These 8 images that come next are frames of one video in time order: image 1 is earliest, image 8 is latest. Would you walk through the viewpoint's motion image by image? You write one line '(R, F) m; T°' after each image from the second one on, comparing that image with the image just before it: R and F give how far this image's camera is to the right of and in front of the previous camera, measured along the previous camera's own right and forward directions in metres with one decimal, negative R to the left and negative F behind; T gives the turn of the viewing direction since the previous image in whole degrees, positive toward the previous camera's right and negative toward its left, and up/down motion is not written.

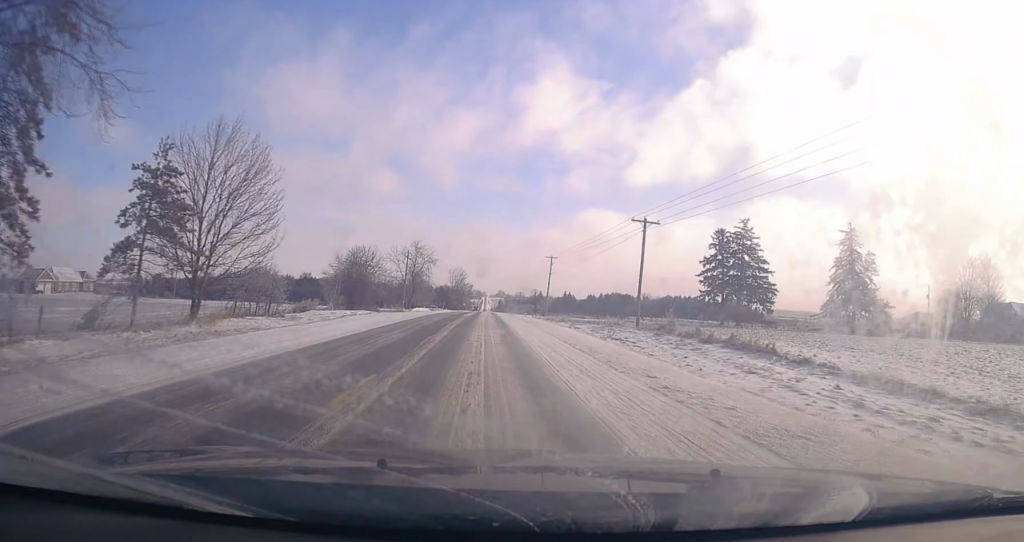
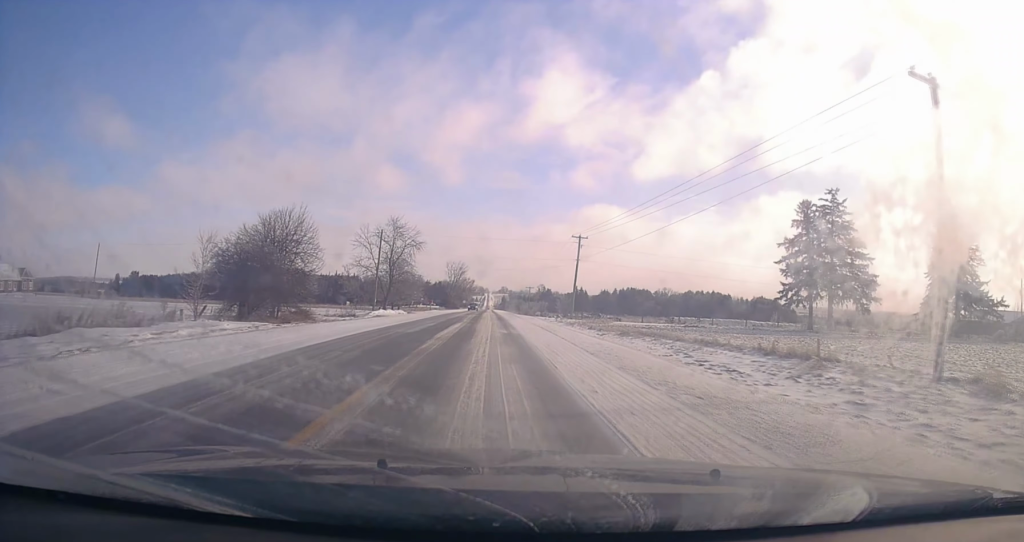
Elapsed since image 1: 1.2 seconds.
(-0.5, +29.4) m; -2°
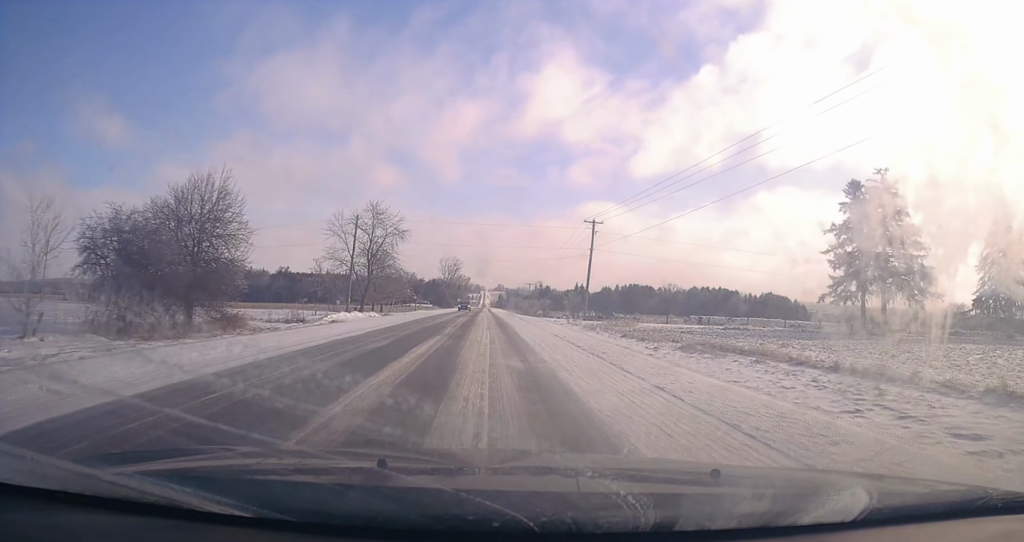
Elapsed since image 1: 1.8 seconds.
(-0.1, +13.0) m; +1°
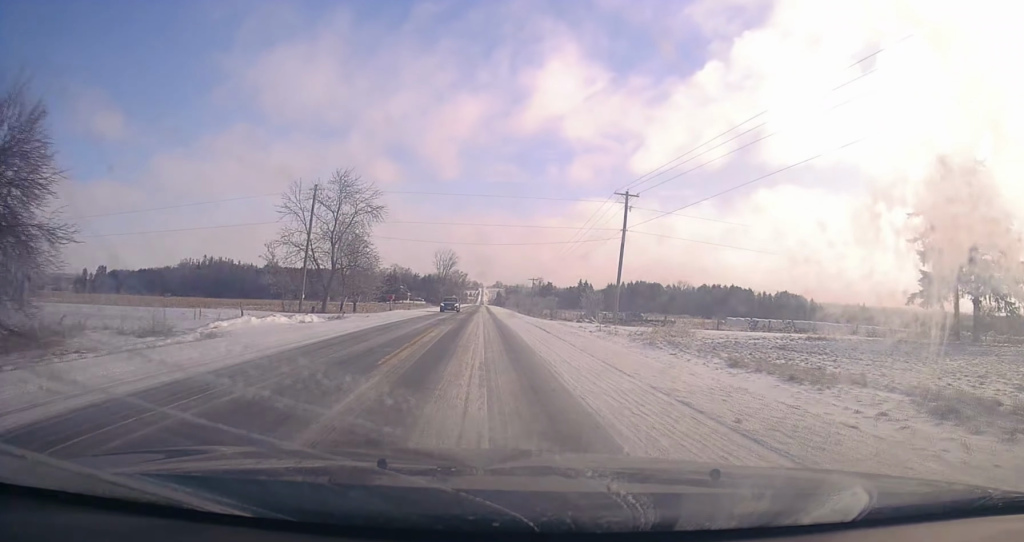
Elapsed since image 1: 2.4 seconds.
(+0.1, +15.4) m; +1°
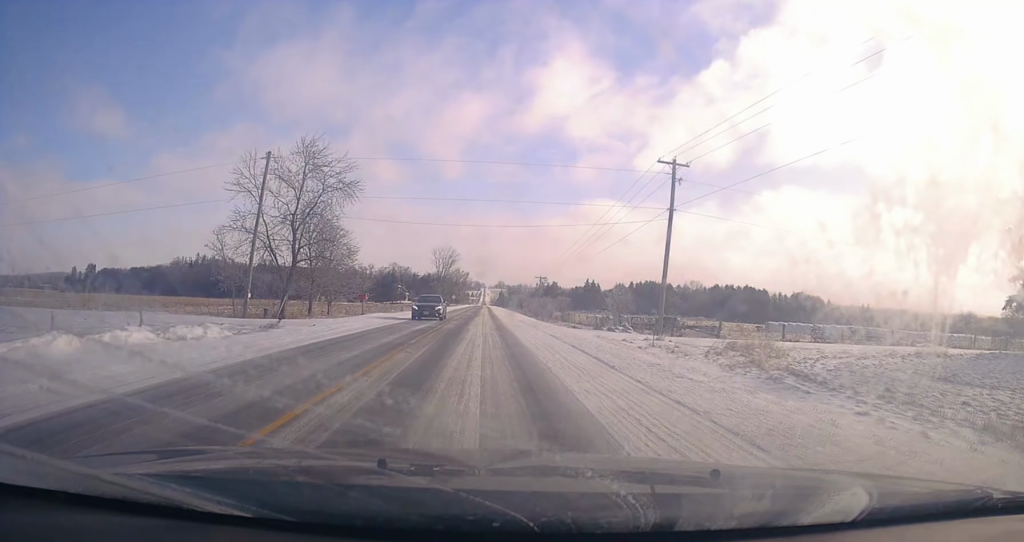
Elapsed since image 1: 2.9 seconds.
(+0.3, +12.0) m; 0°
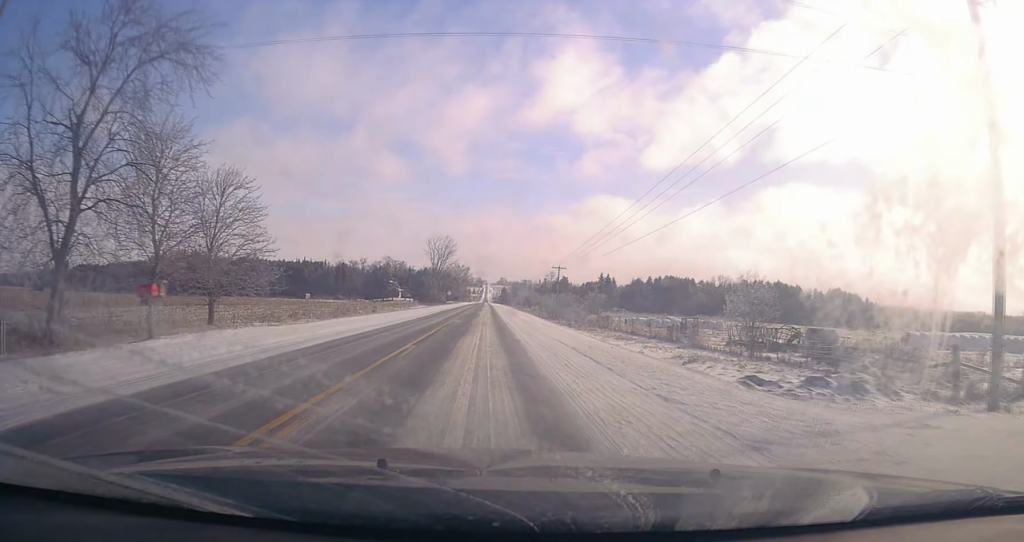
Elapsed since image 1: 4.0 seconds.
(-0.3, +25.5) m; 0°
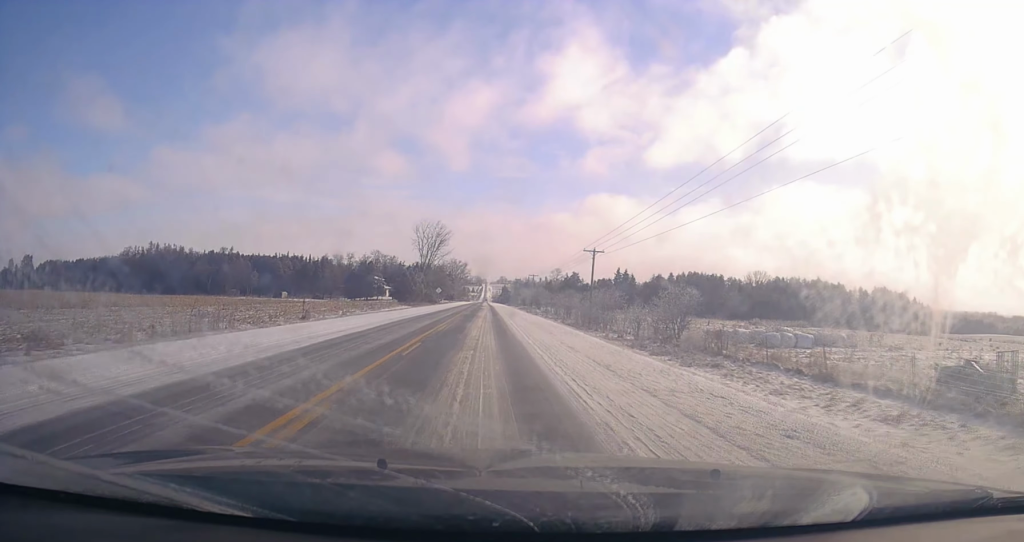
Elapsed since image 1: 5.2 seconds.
(+0.3, +28.3) m; -1°
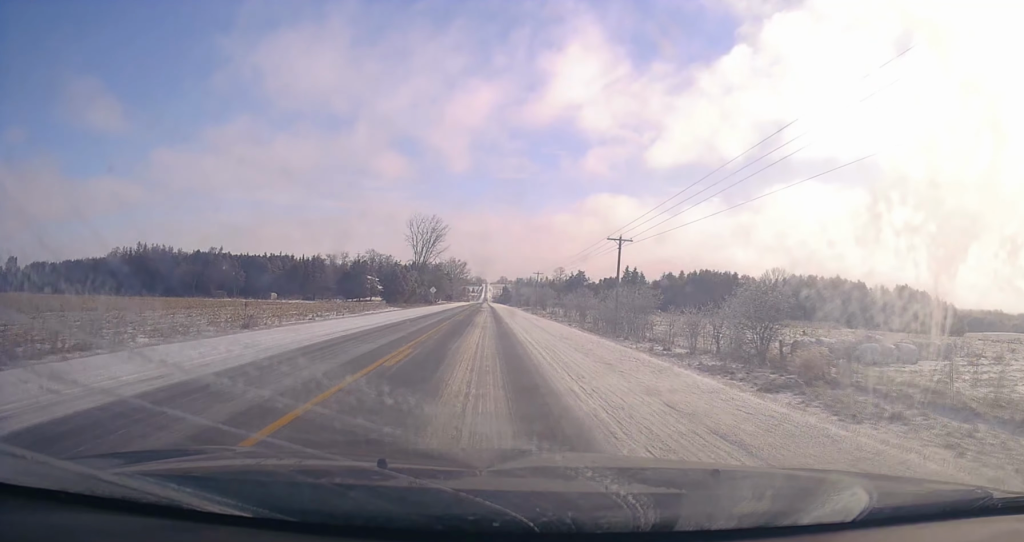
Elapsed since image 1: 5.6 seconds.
(-0.3, +10.9) m; -1°
